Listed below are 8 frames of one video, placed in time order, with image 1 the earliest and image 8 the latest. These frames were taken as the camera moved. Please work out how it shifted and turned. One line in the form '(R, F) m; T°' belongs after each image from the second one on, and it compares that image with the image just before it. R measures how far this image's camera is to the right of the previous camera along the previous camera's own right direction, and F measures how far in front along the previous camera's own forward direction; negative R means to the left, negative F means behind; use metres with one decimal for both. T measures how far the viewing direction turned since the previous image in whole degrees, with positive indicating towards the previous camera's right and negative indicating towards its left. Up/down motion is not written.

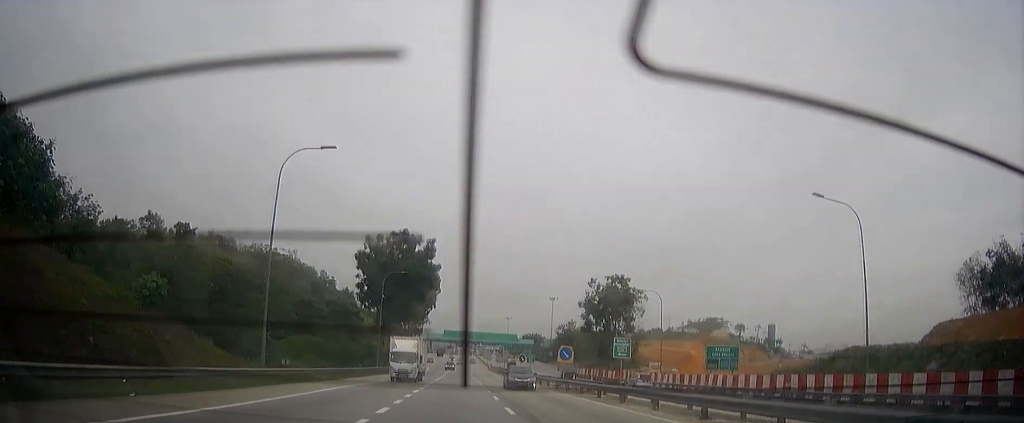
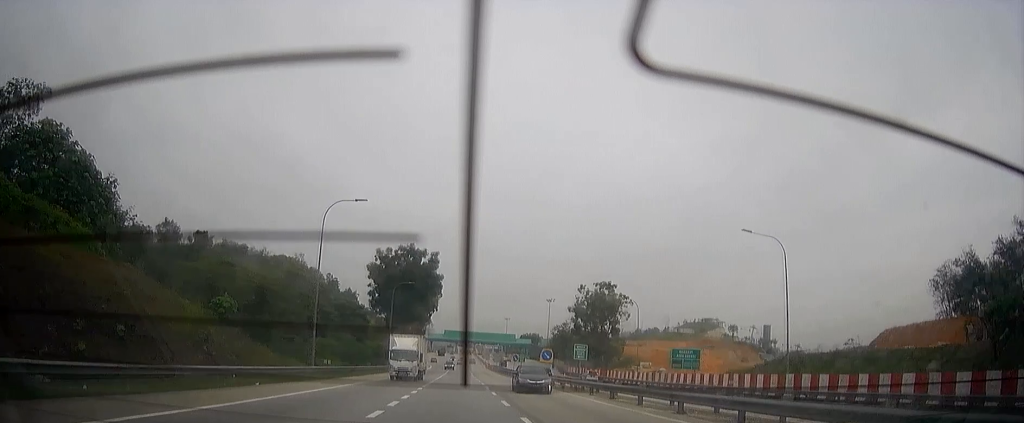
(0.0, +10.7) m; 0°
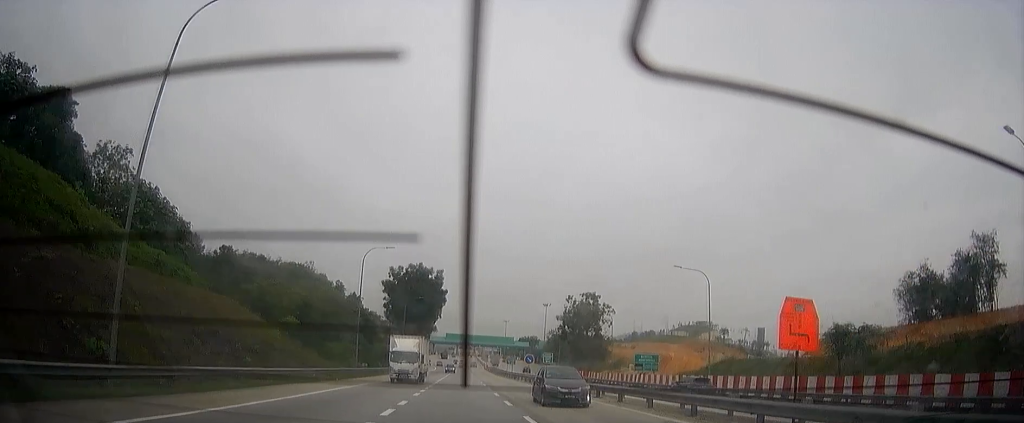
(0.0, +14.8) m; 0°
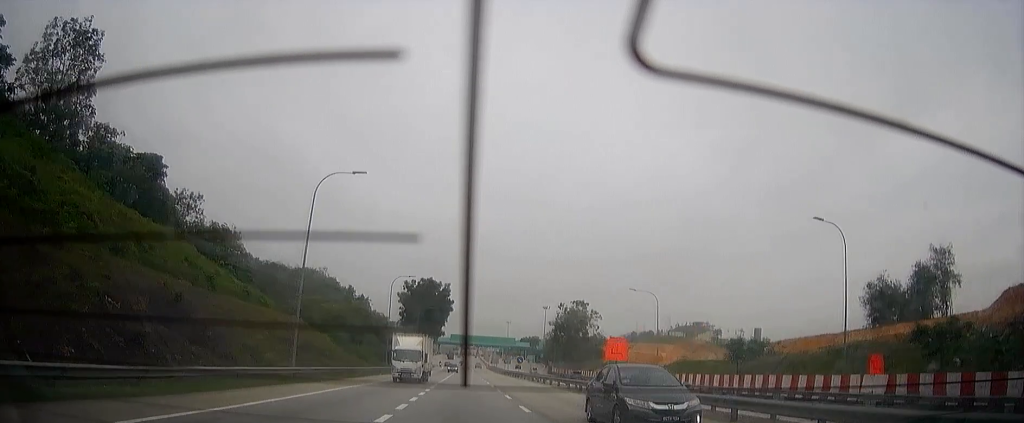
(+0.1, +17.9) m; 0°
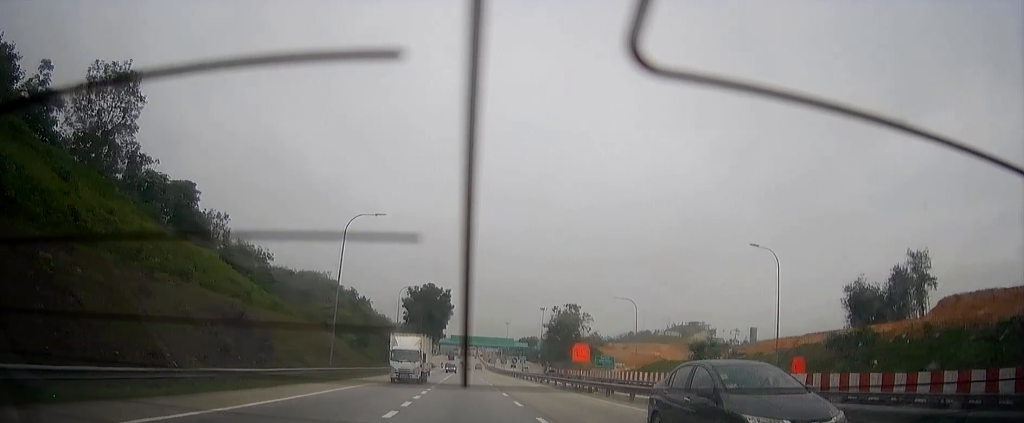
(0.0, +9.4) m; 0°
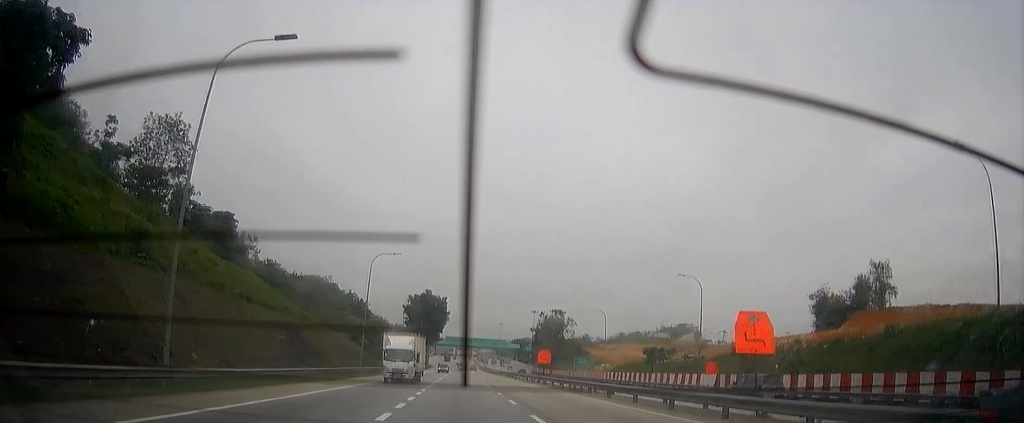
(0.0, +15.1) m; 0°
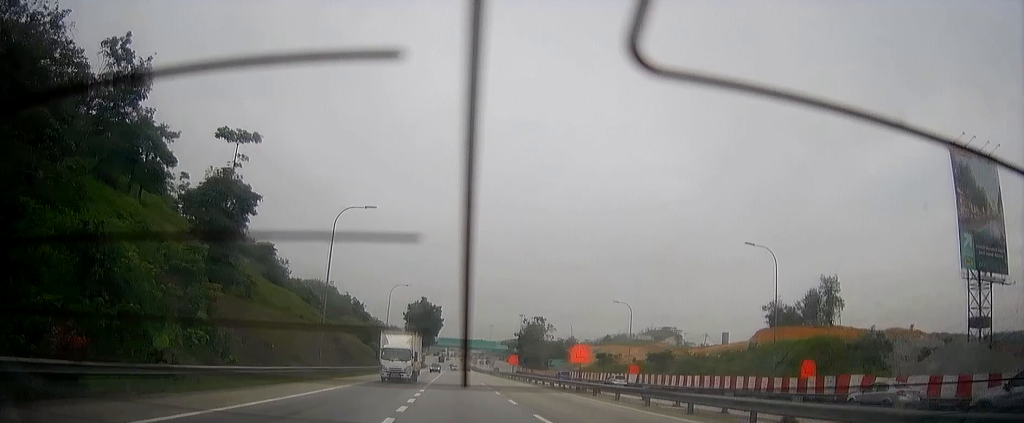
(-0.2, +23.6) m; -1°
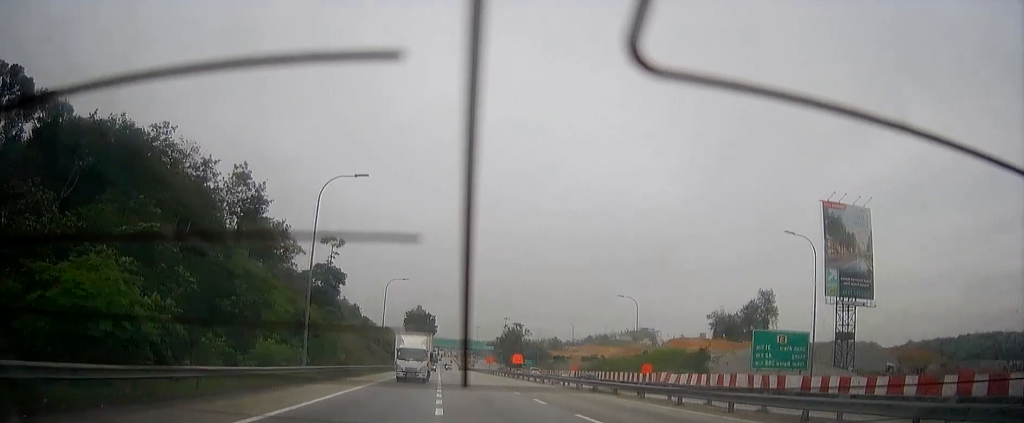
(-0.5, +34.6) m; -1°
